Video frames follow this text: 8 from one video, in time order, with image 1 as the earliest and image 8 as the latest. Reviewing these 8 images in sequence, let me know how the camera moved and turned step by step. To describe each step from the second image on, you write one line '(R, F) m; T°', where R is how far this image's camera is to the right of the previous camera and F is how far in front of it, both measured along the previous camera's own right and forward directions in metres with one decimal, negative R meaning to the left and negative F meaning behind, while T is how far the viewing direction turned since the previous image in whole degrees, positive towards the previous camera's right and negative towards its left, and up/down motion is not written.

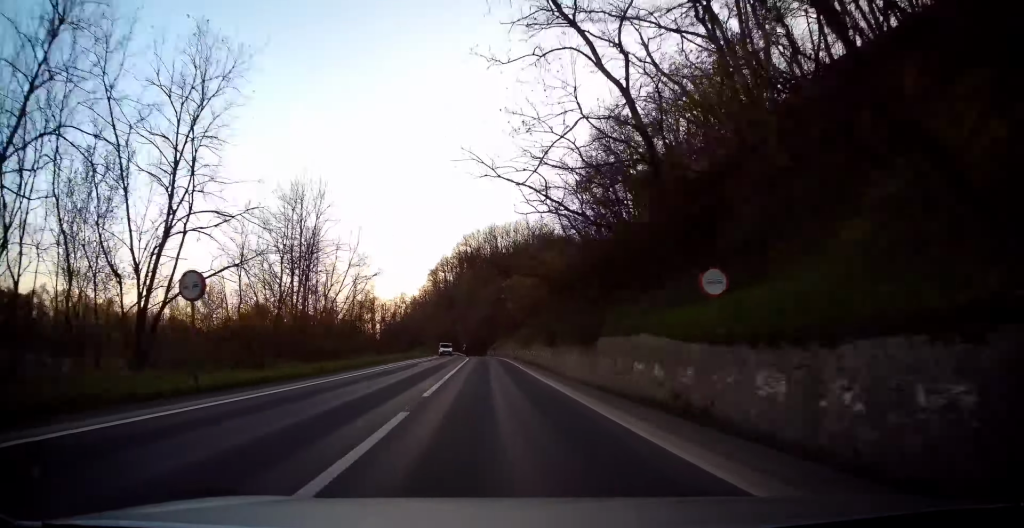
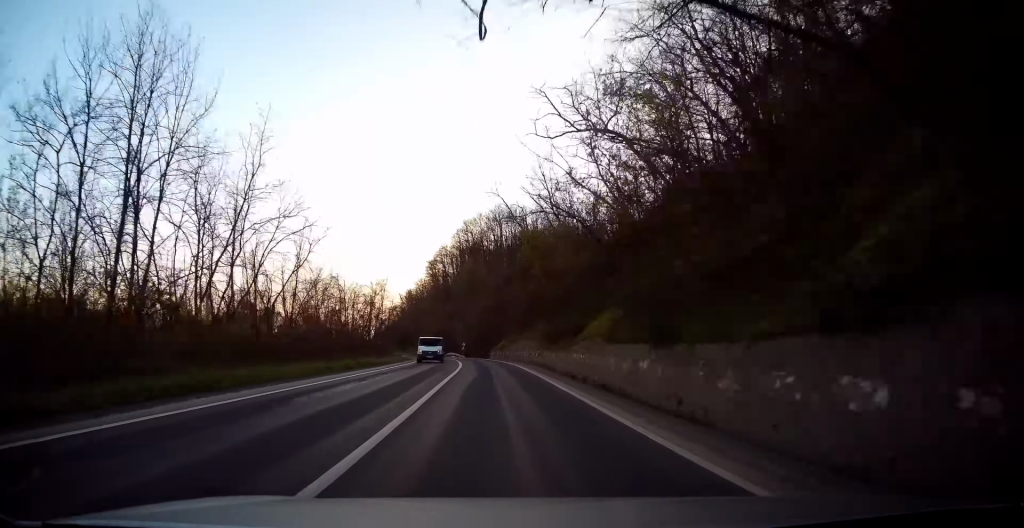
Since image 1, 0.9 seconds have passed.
(-0.5, +23.5) m; 0°
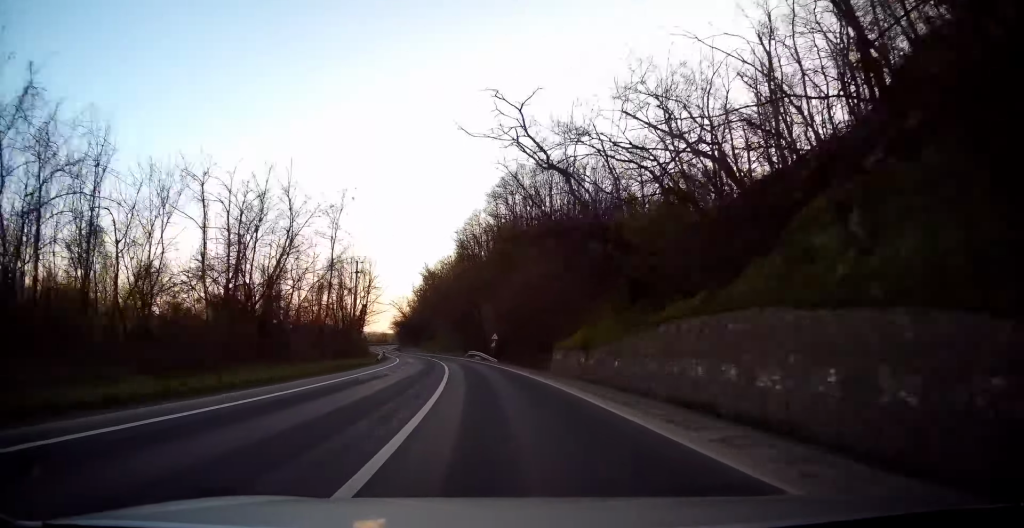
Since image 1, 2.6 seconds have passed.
(-0.5, +44.5) m; -3°
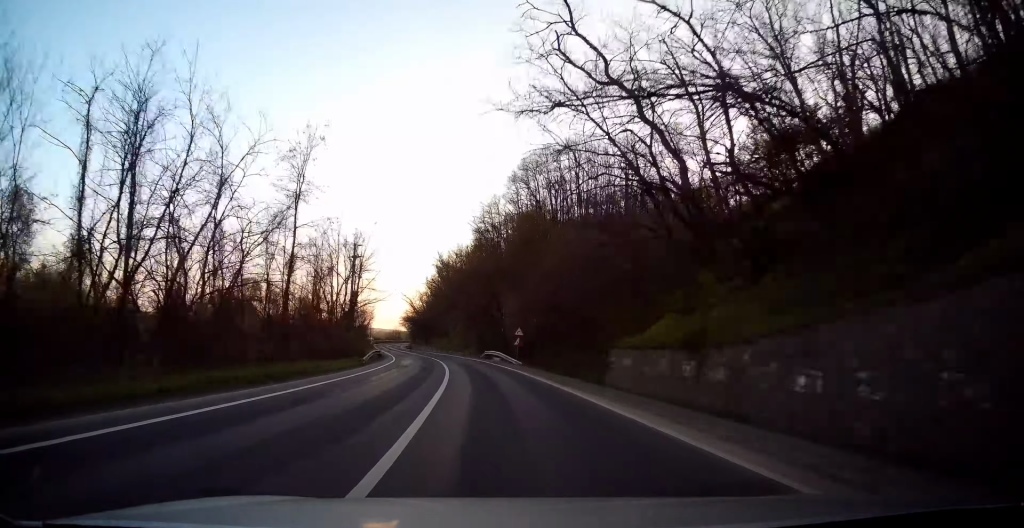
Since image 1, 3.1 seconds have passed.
(-0.2, +12.7) m; -2°
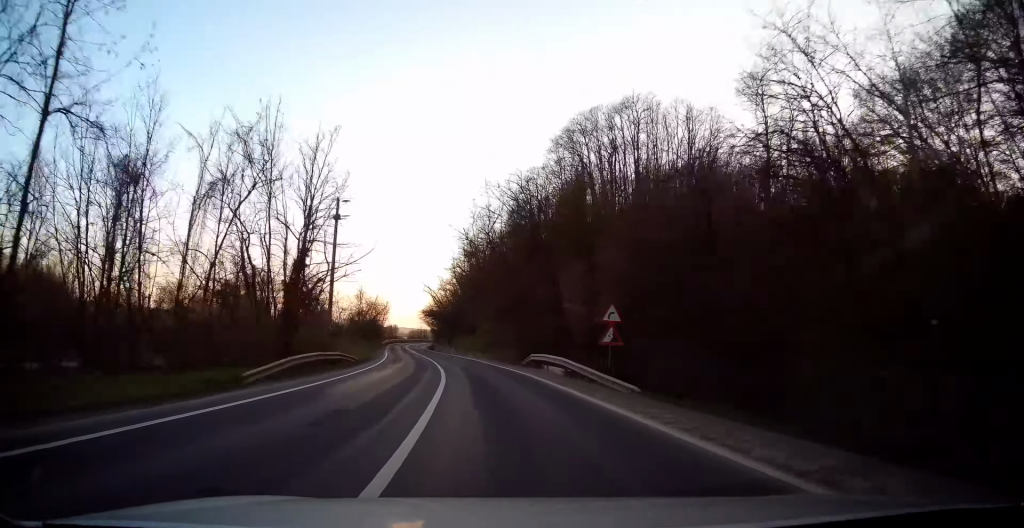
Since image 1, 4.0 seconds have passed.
(-0.1, +21.9) m; -3°
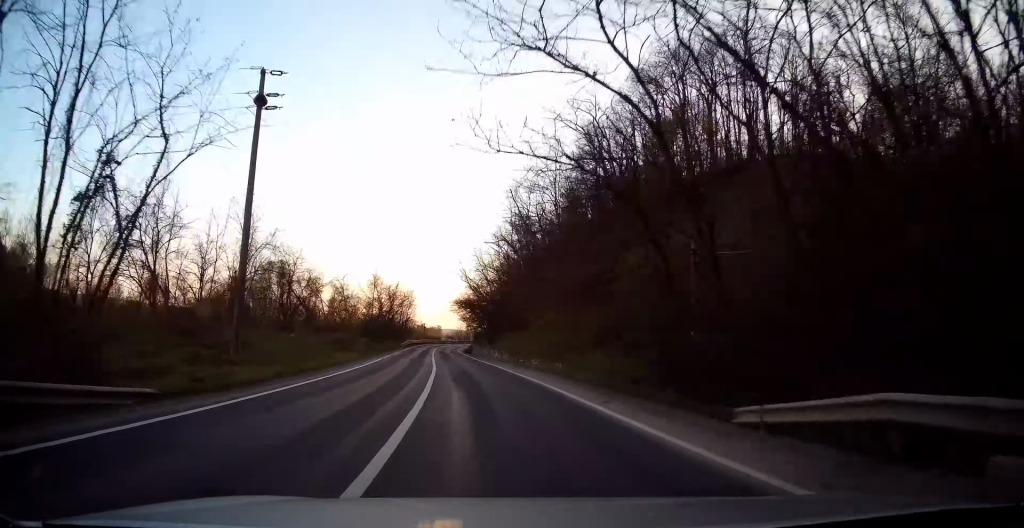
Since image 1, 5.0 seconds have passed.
(-1.4, +25.3) m; -5°
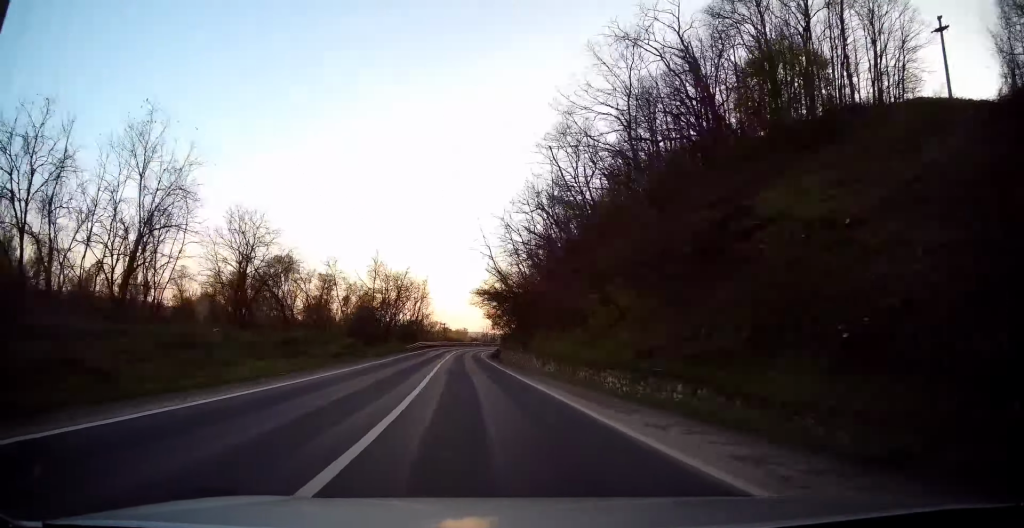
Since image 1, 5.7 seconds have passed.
(-0.6, +16.9) m; -3°
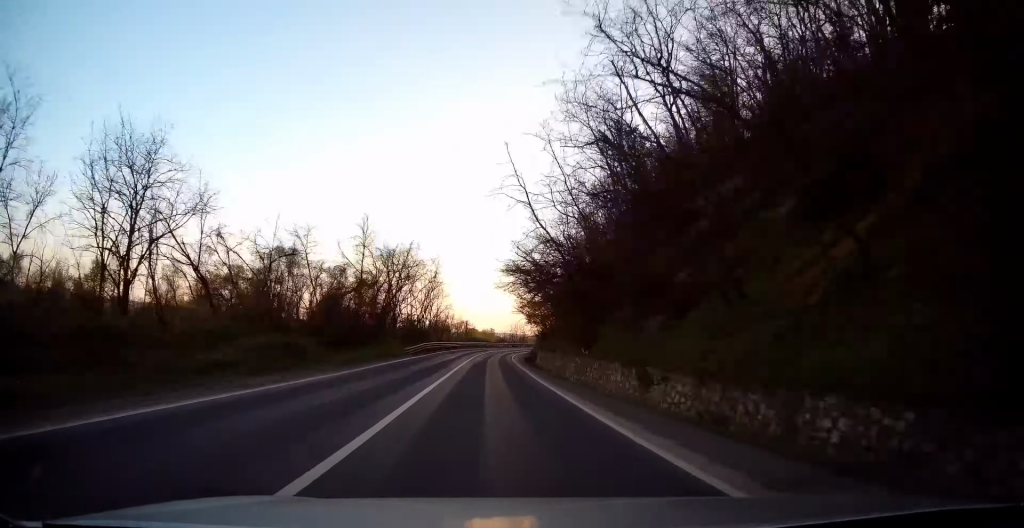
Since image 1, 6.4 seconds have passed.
(-0.4, +17.7) m; -2°
